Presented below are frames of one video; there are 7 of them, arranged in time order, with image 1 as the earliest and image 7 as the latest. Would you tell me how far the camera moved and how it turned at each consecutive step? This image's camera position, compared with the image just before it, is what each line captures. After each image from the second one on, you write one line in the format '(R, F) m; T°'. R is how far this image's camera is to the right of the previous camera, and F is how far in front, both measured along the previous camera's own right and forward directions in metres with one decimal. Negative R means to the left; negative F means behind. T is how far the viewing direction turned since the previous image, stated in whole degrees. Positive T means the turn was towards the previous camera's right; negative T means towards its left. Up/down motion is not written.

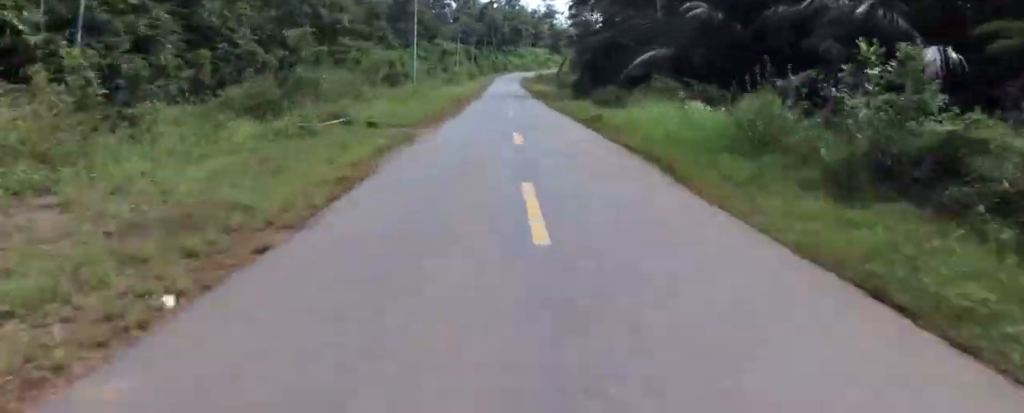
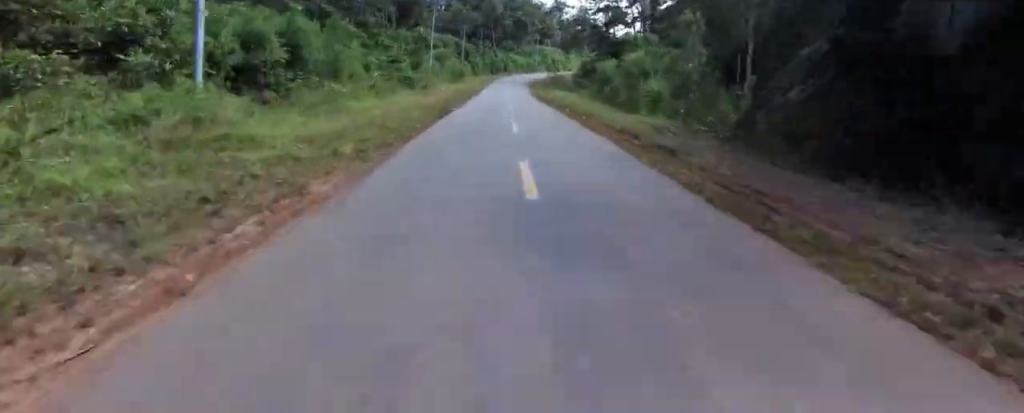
(-0.2, +38.9) m; -1°
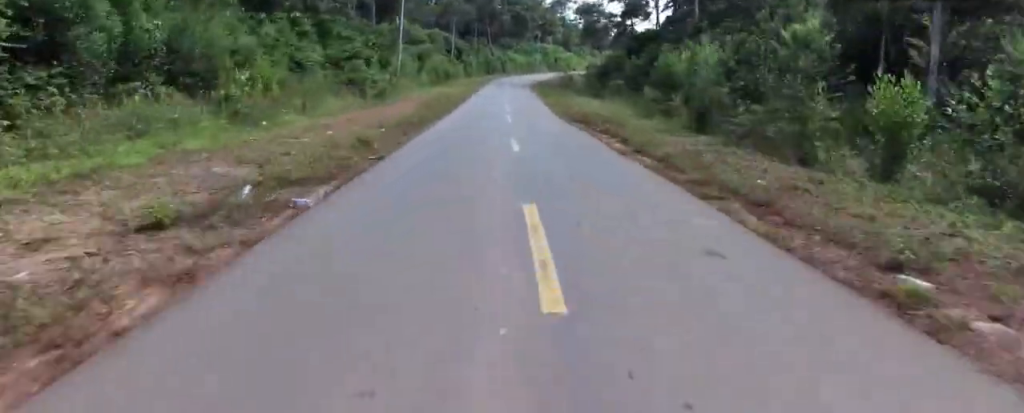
(0.0, +19.6) m; +3°
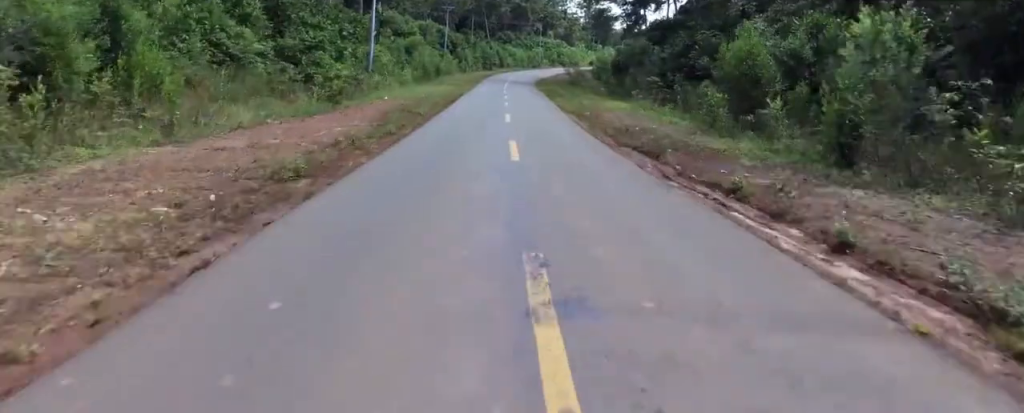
(+0.1, +10.0) m; +1°
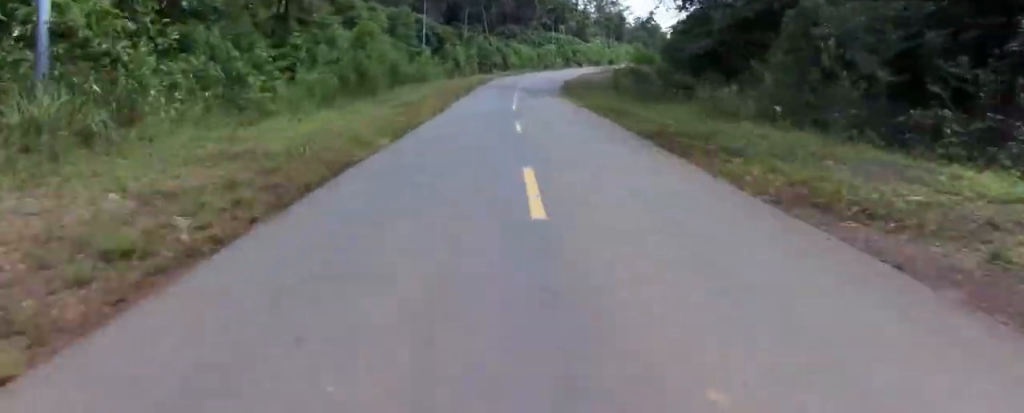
(+1.3, +28.1) m; 0°
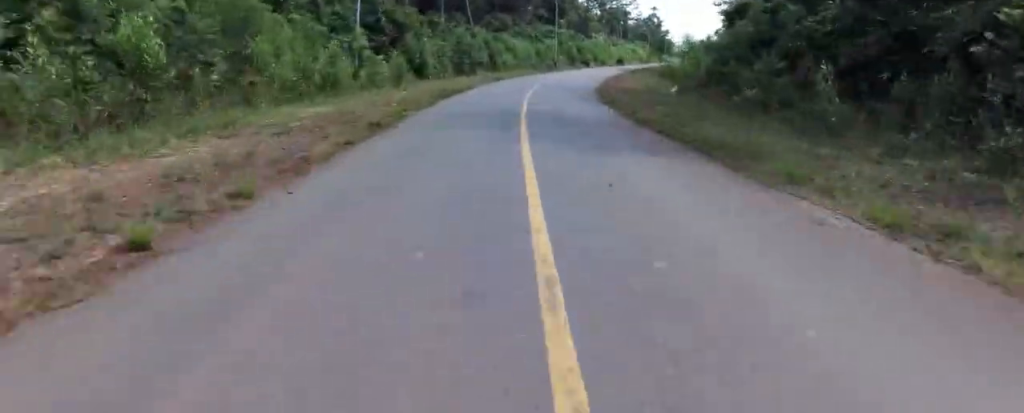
(-1.0, +25.9) m; -2°
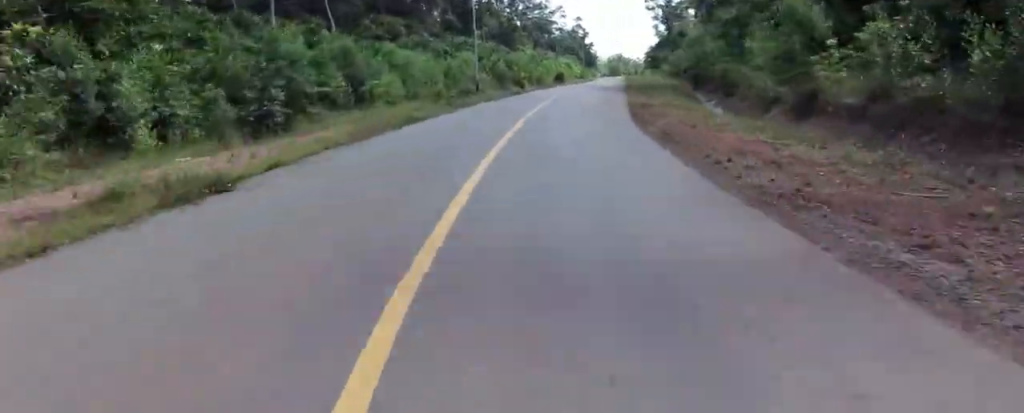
(0.0, +32.5) m; +5°
